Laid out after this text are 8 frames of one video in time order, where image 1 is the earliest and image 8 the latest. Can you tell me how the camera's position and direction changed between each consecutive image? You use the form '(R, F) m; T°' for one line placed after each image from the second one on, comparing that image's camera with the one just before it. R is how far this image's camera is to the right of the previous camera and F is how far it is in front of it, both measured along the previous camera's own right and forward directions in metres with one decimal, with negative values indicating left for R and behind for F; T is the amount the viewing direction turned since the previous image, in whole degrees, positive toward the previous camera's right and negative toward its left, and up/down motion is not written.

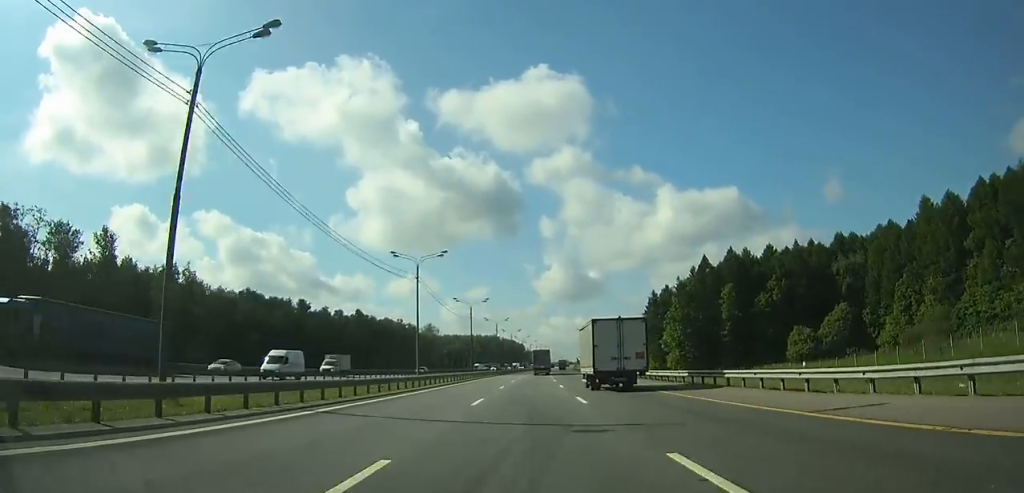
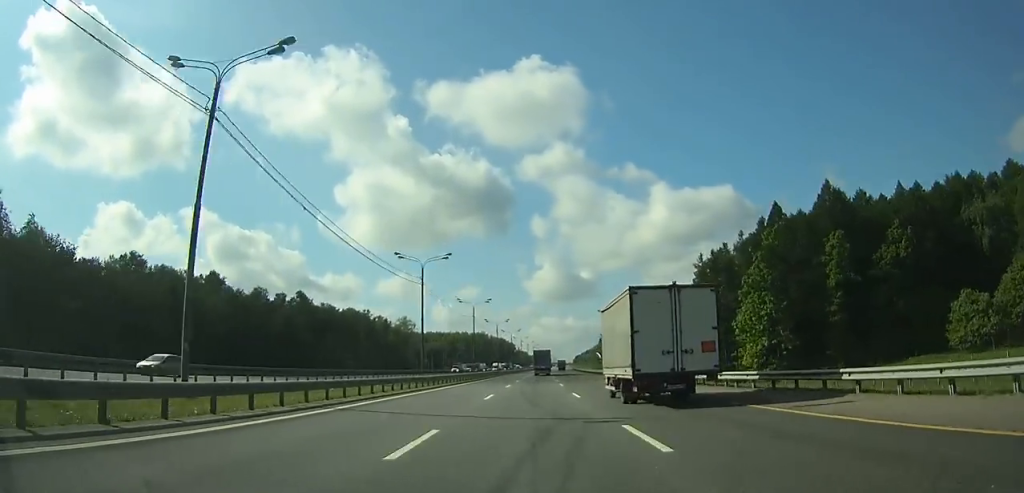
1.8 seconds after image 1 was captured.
(+0.4, +43.6) m; +1°
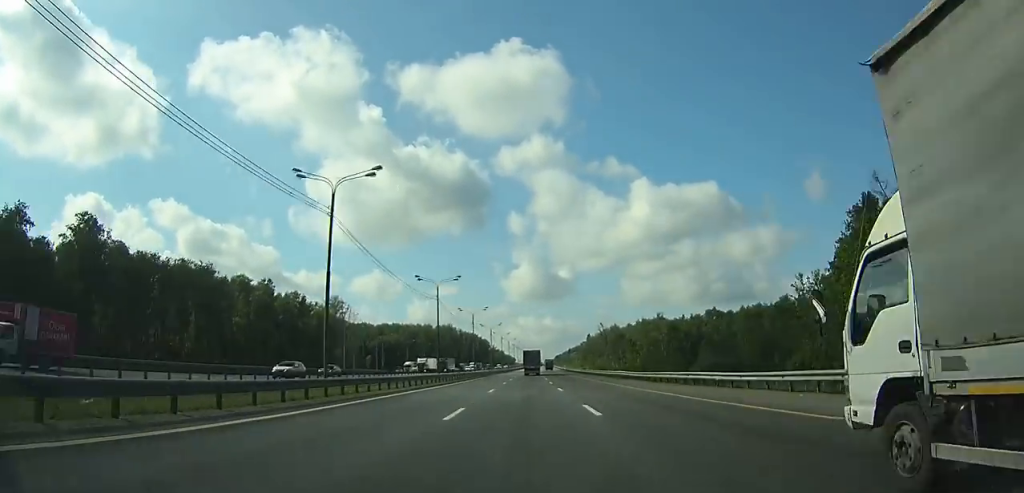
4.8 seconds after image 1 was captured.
(+1.3, +72.9) m; +2°
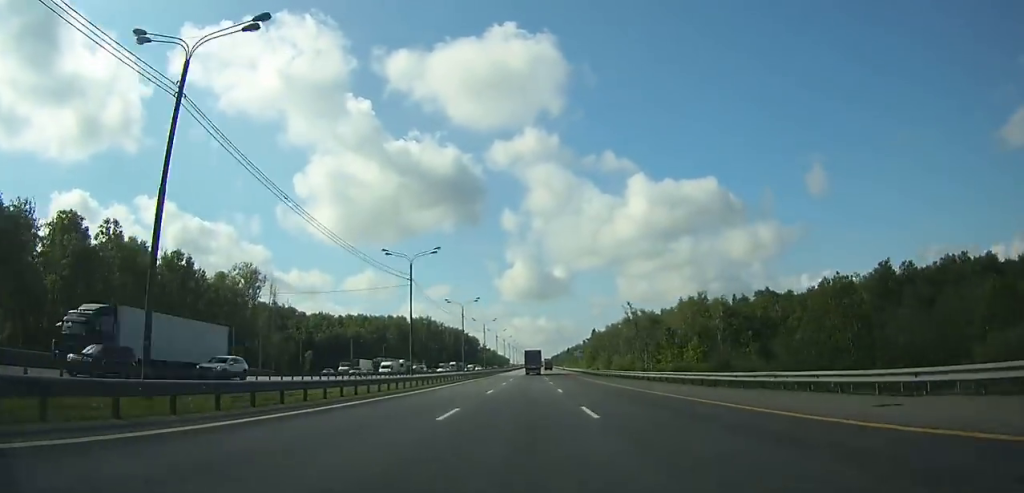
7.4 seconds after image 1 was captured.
(+0.9, +63.6) m; +1°
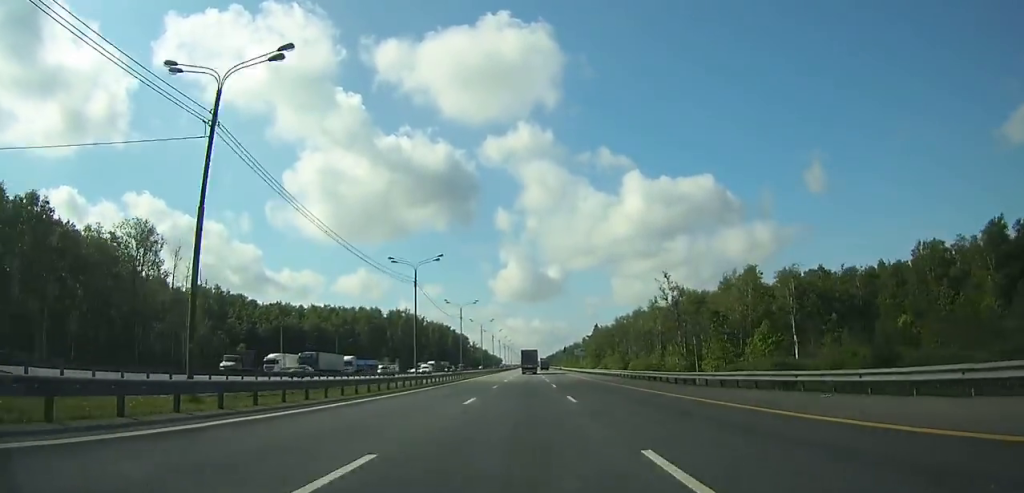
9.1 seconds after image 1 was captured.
(+0.1, +41.8) m; 0°
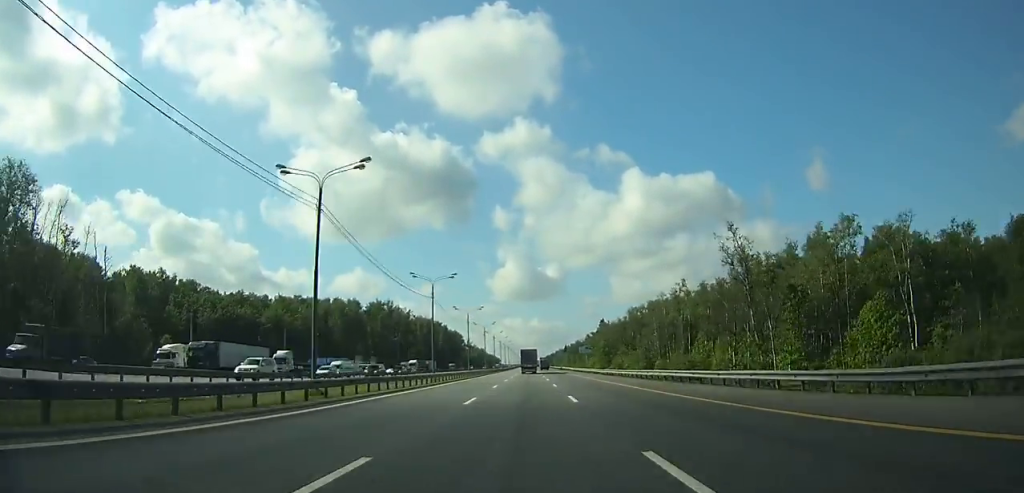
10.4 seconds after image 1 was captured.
(0.0, +32.1) m; 0°
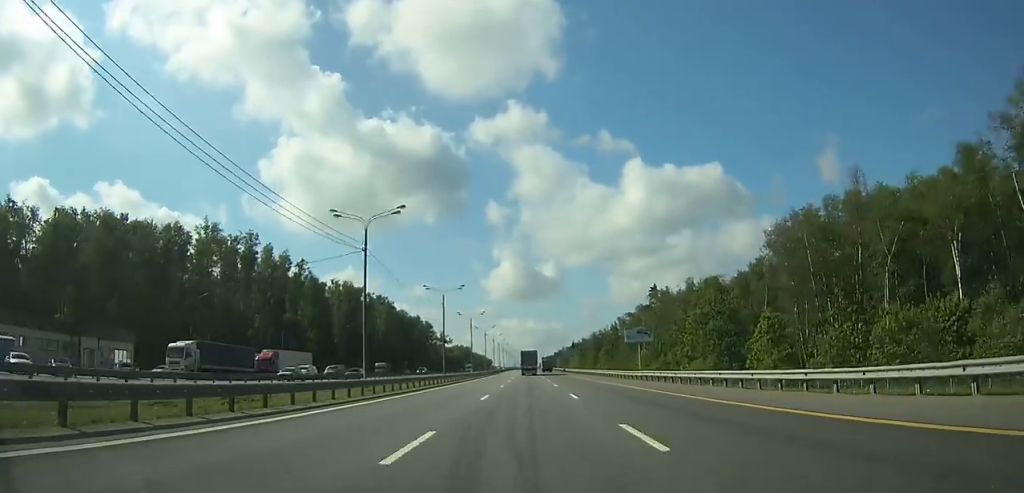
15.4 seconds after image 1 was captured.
(+0.3, +123.4) m; 0°
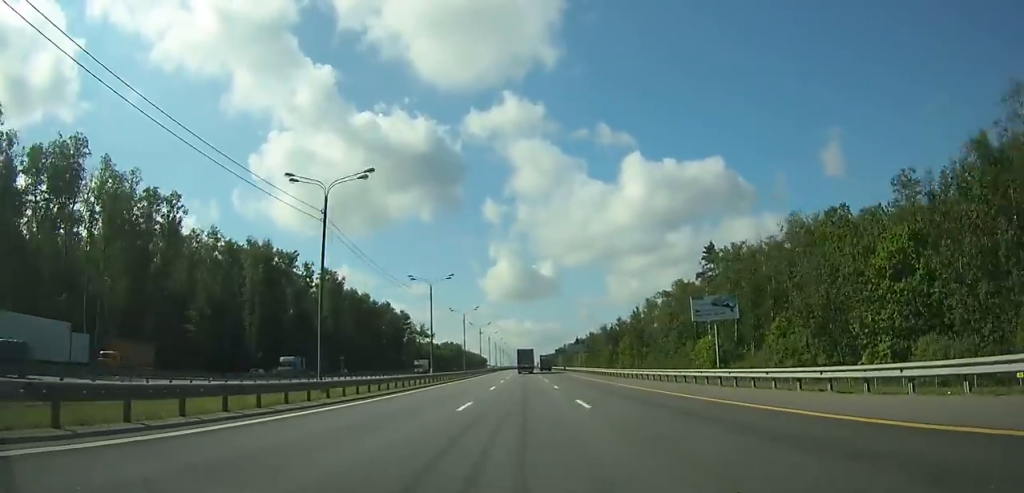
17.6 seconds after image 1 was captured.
(+0.1, +54.0) m; 0°
